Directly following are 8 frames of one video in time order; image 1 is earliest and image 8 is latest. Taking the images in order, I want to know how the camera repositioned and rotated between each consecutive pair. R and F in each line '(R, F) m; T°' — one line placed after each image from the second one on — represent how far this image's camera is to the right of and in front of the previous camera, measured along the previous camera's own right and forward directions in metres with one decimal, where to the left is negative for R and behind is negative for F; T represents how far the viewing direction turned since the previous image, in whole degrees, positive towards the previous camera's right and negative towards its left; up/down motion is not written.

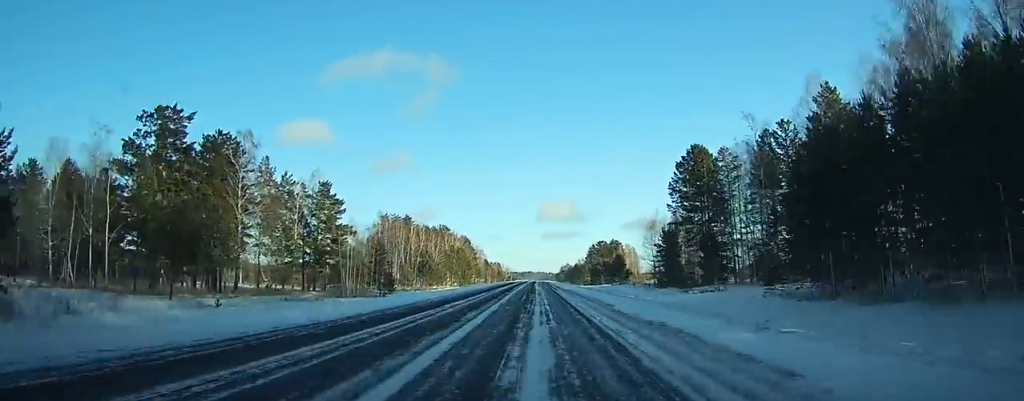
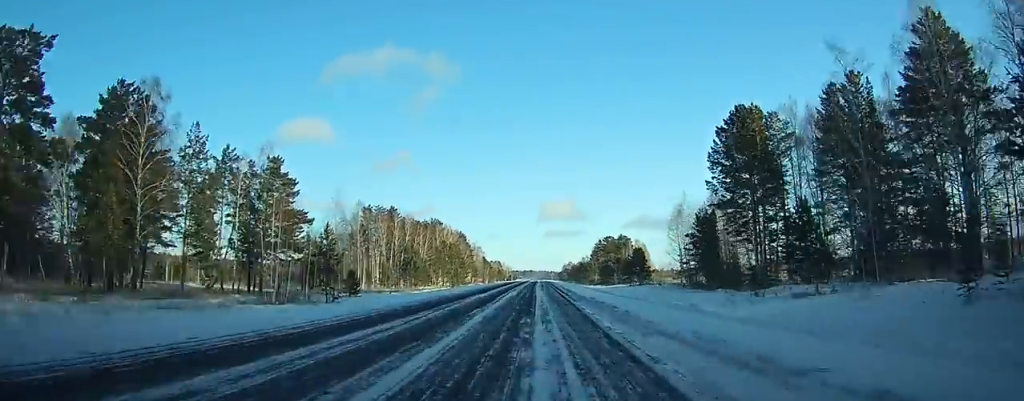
(+0.2, +22.3) m; 0°
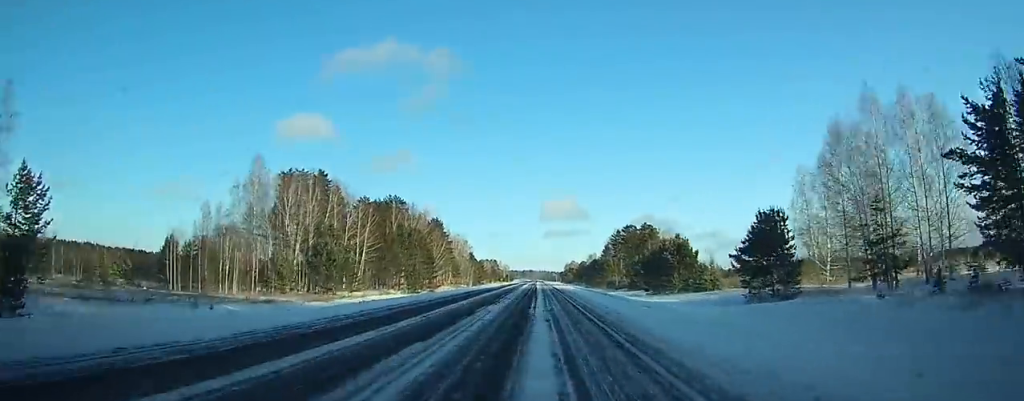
(+0.3, +58.4) m; 0°
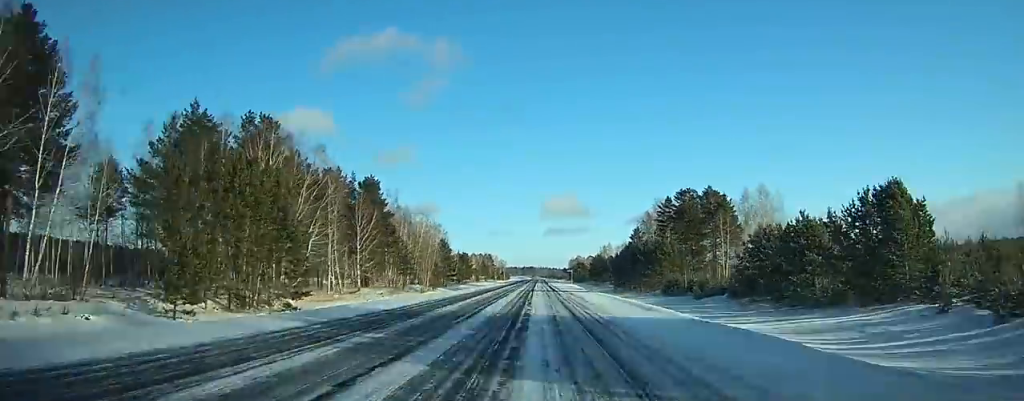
(+0.4, +75.9) m; 0°
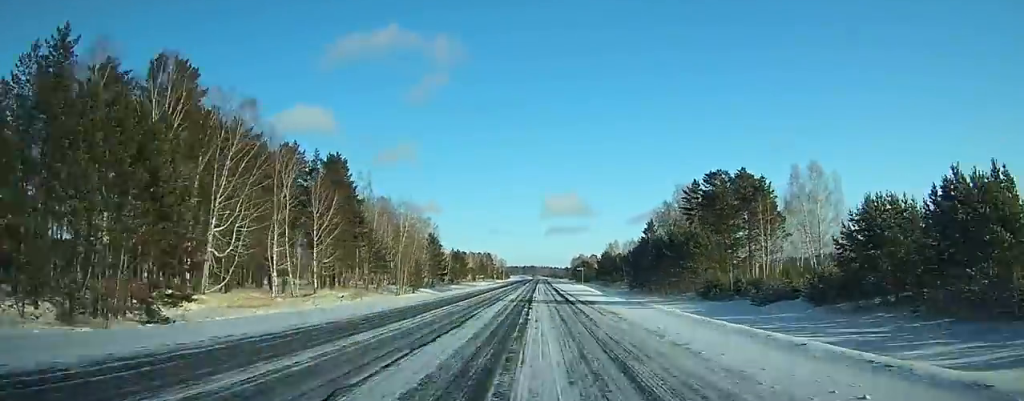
(-0.1, +20.9) m; 0°
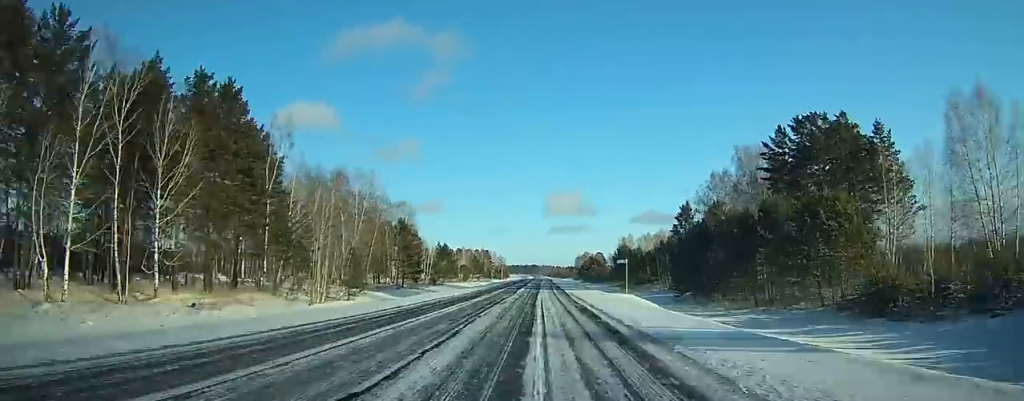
(-0.2, +36.4) m; 0°
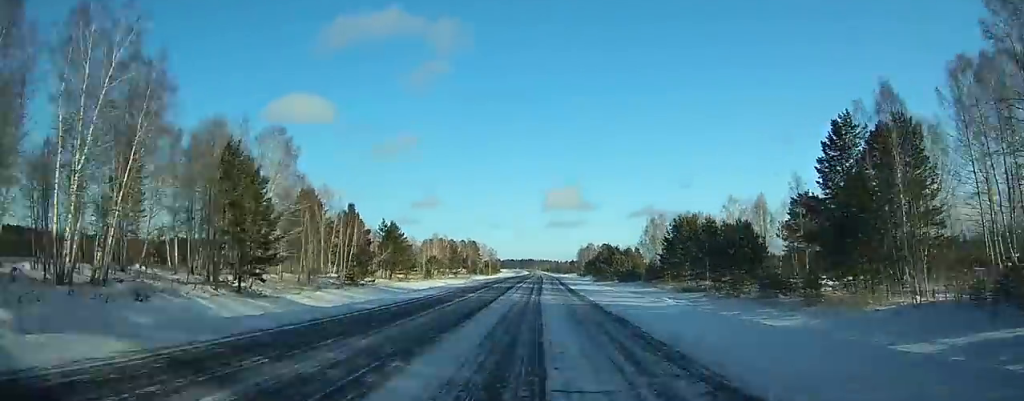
(+0.5, +68.1) m; +1°
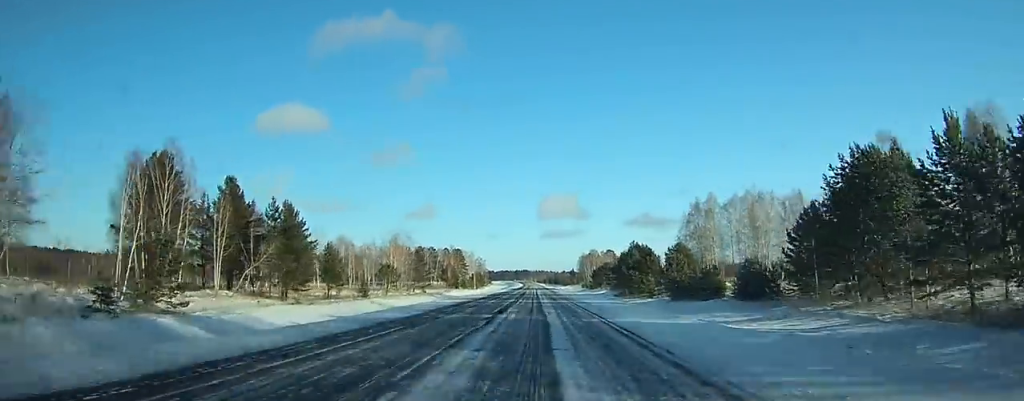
(+0.1, +54.2) m; 0°
